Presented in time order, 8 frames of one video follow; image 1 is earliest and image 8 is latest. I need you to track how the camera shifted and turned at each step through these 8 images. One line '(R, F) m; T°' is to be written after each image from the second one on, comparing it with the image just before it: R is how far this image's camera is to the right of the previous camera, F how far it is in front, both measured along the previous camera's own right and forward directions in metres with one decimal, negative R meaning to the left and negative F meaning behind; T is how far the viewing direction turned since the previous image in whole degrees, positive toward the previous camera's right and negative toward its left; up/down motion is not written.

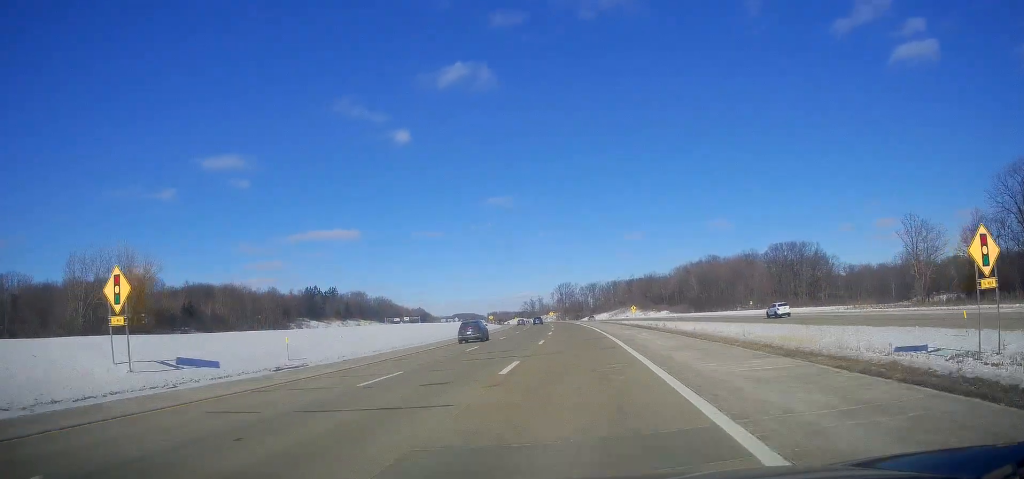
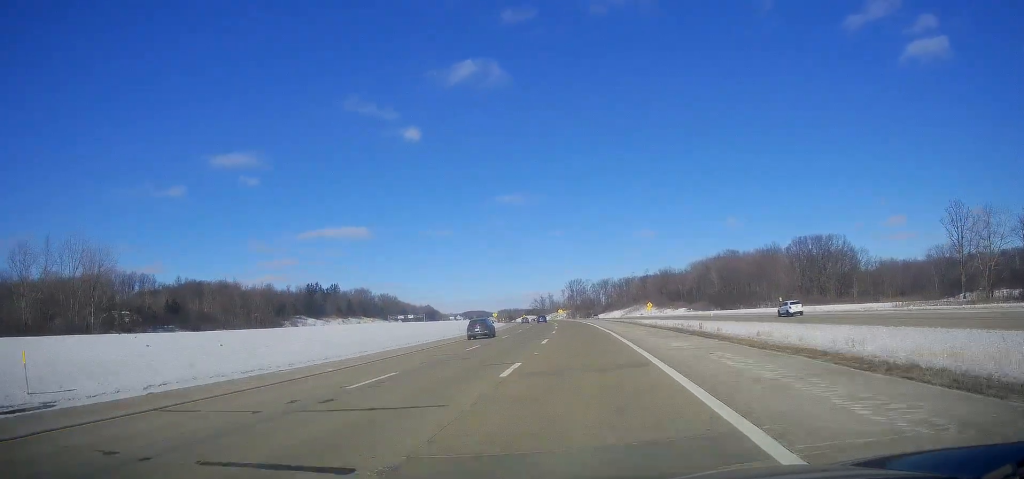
(0.0, +16.8) m; 0°
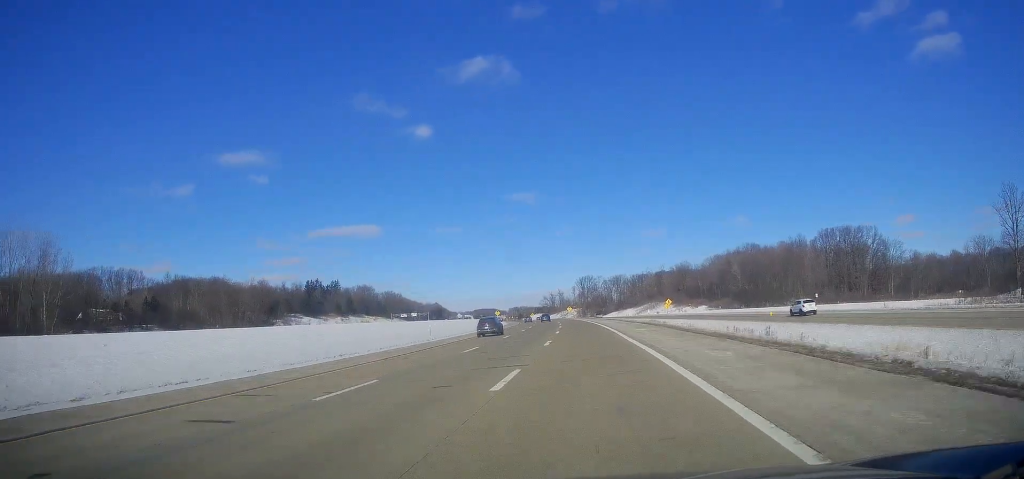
(0.0, +17.9) m; 0°
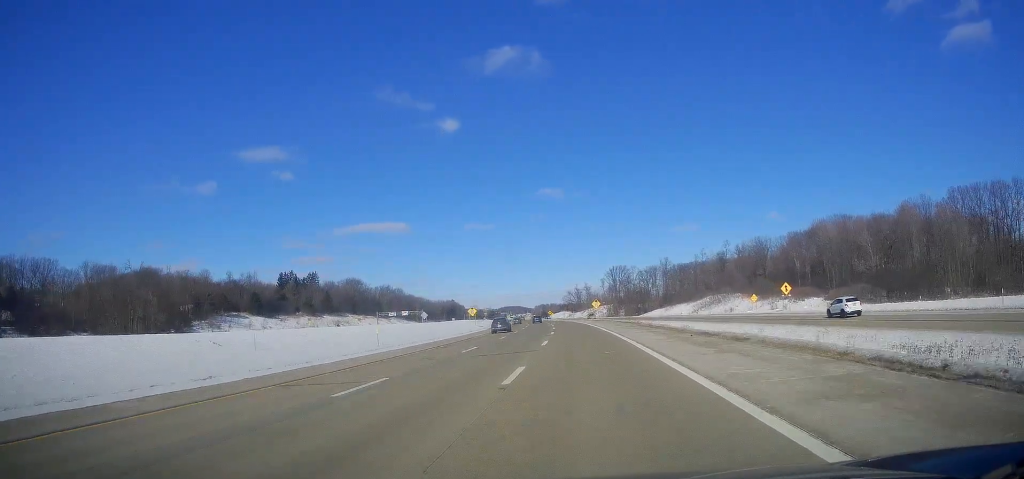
(-3.0, +75.6) m; -4°
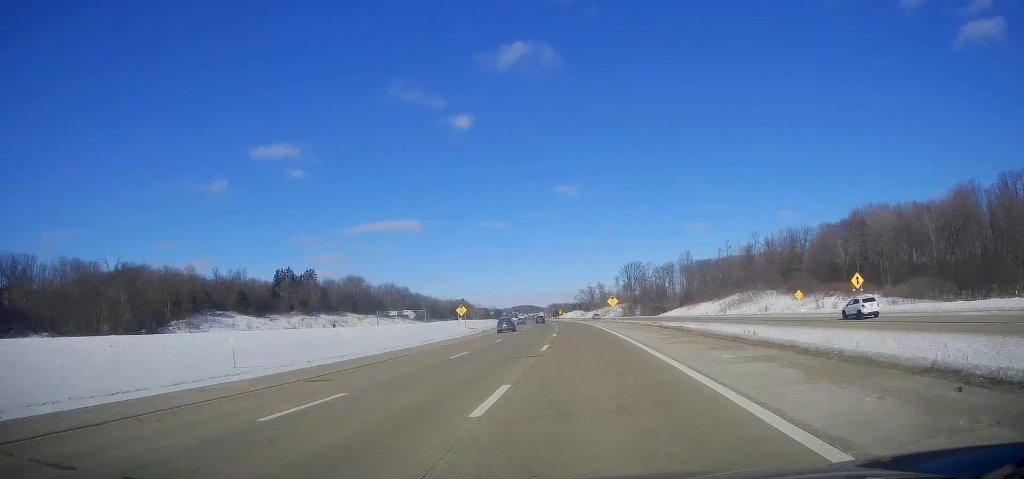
(+0.3, +18.9) m; -1°
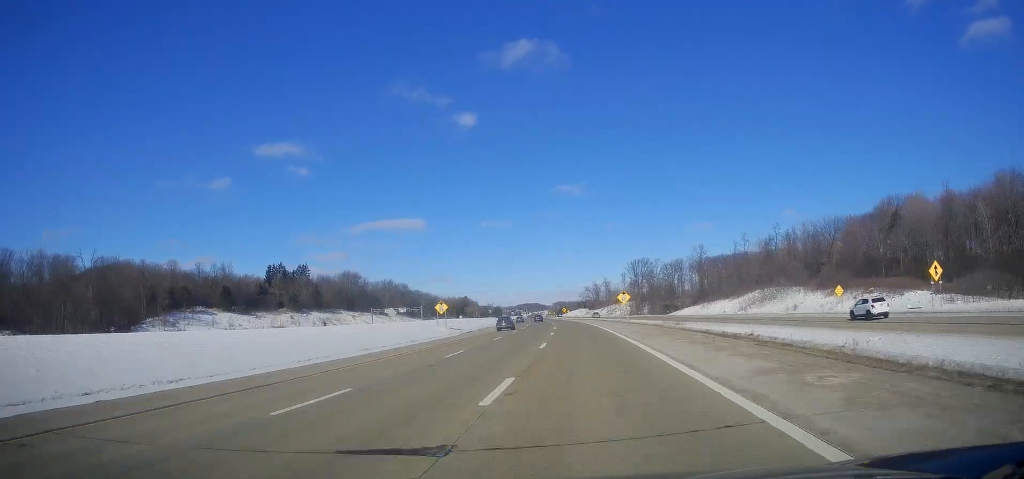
(-0.5, +14.8) m; -1°
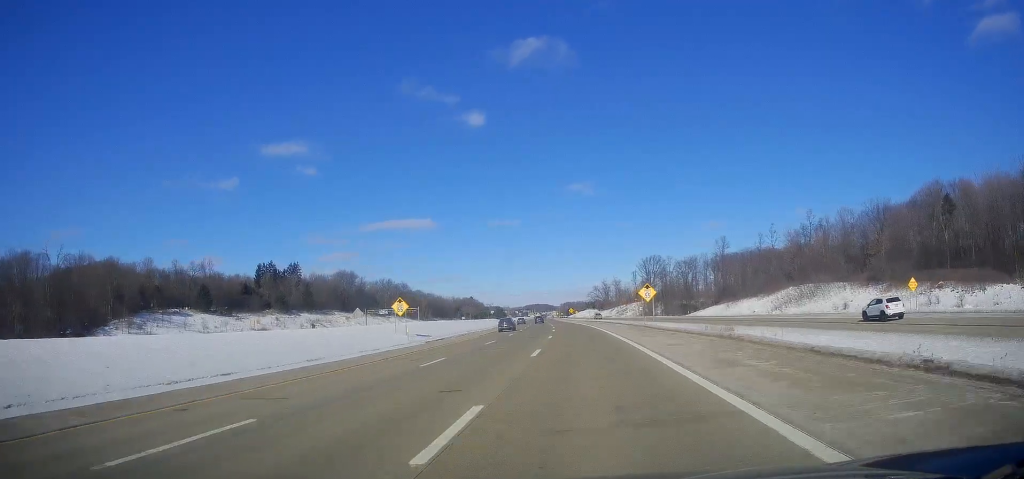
(-0.3, +19.1) m; -1°
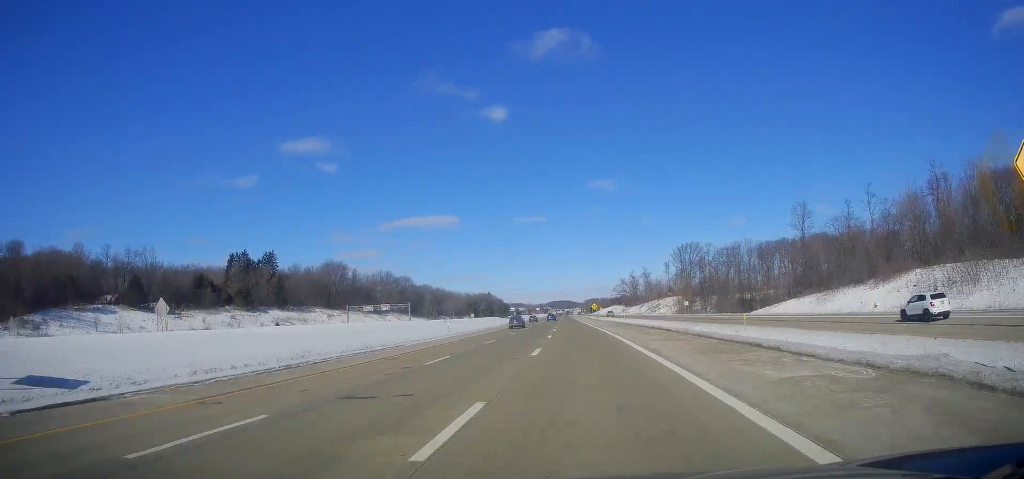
(-0.8, +45.9) m; -2°
